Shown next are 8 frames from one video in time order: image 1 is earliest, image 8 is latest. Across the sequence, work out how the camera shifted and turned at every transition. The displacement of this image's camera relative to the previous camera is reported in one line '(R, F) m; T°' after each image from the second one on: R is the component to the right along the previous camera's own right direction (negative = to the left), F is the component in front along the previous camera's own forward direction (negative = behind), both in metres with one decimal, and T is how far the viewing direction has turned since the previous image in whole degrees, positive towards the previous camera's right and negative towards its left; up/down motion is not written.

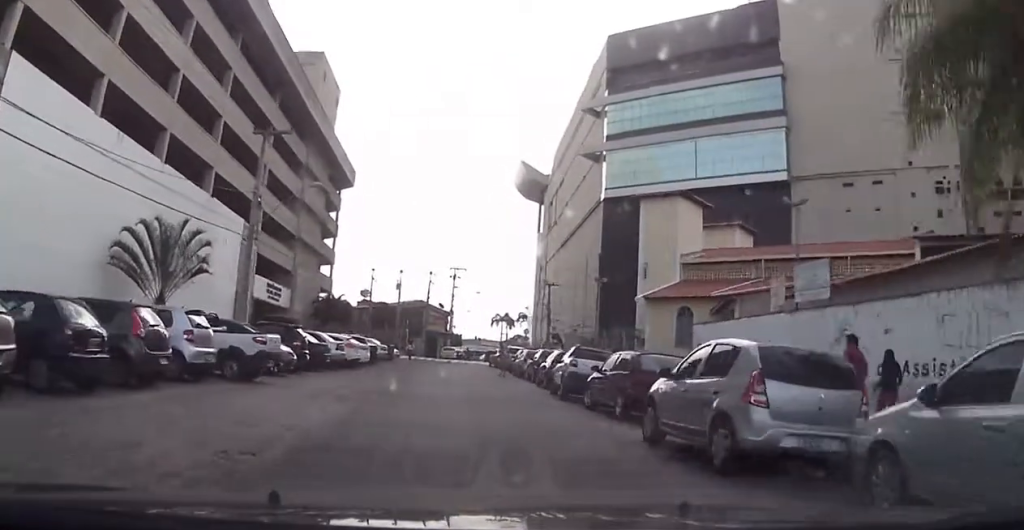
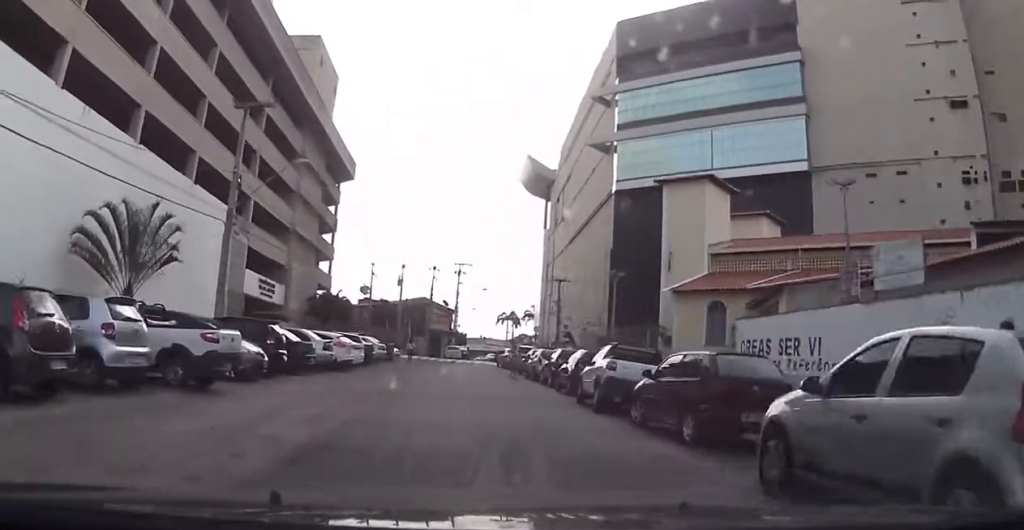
(-0.2, +3.9) m; -1°
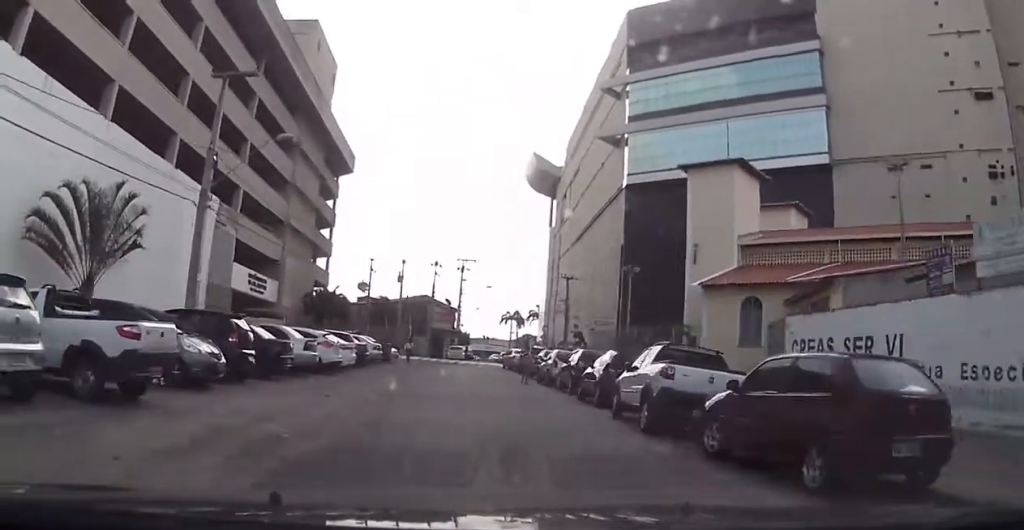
(+0.1, +3.6) m; +1°
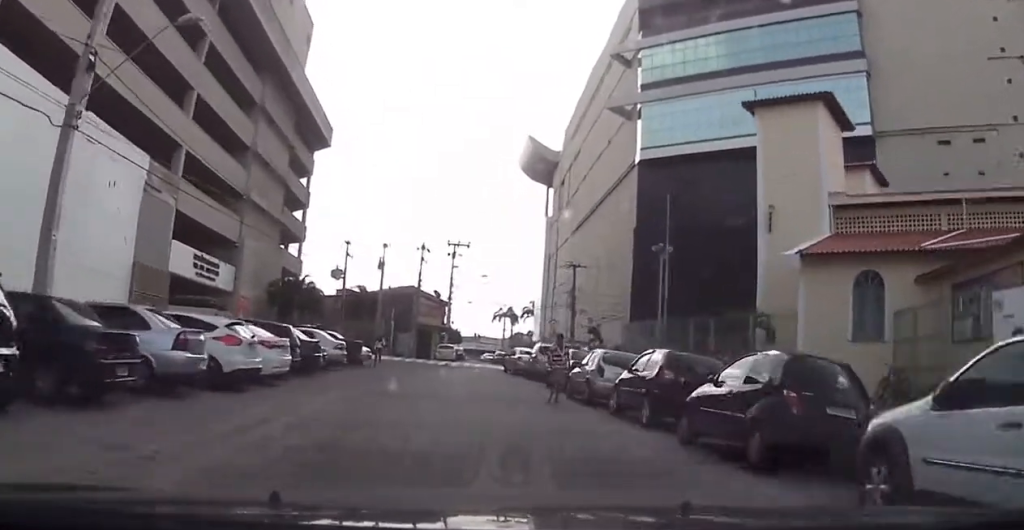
(+0.3, +9.5) m; +2°
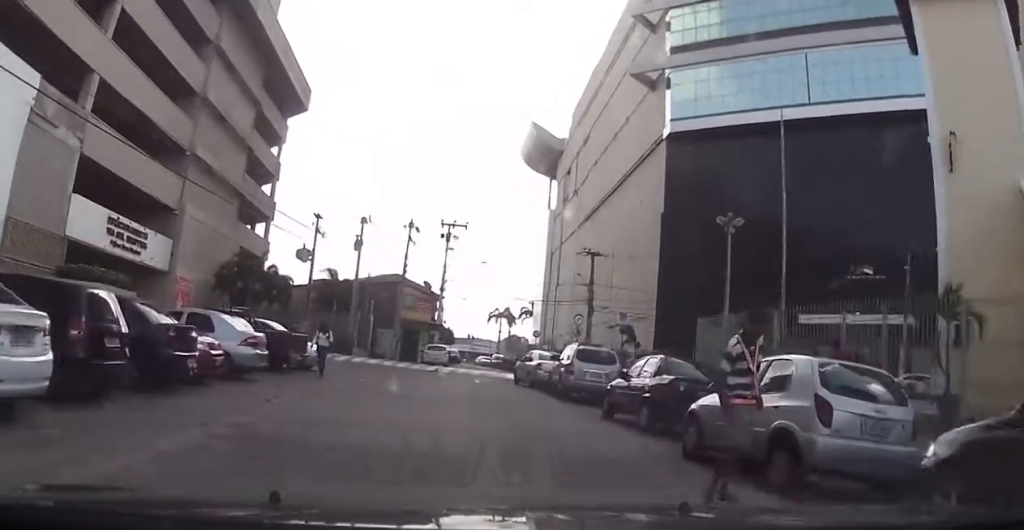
(-0.1, +10.6) m; -1°
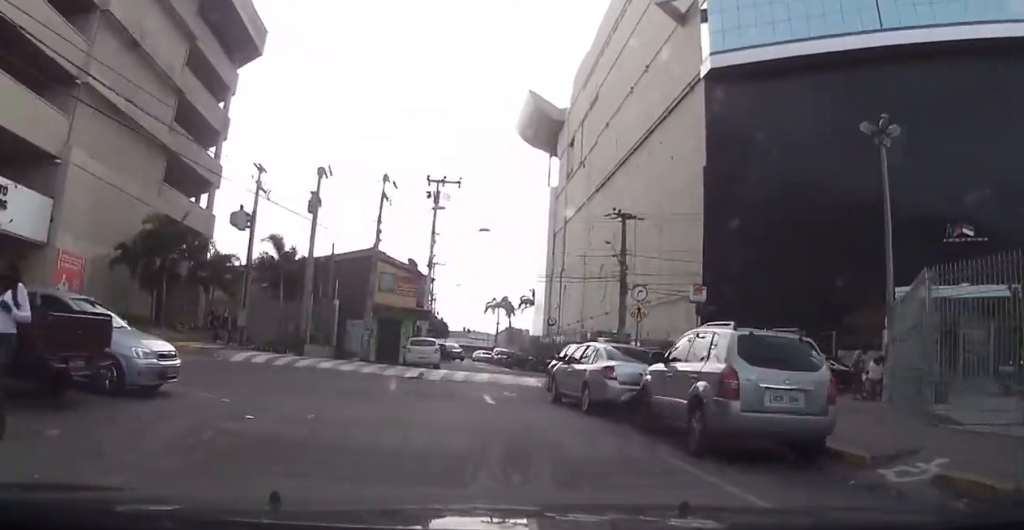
(0.0, +12.1) m; +2°
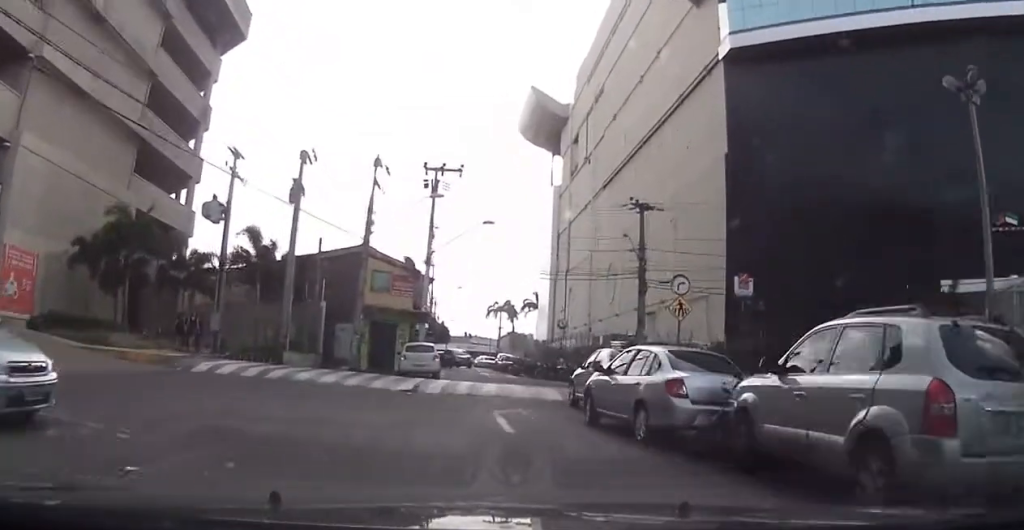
(+0.1, +3.9) m; 0°
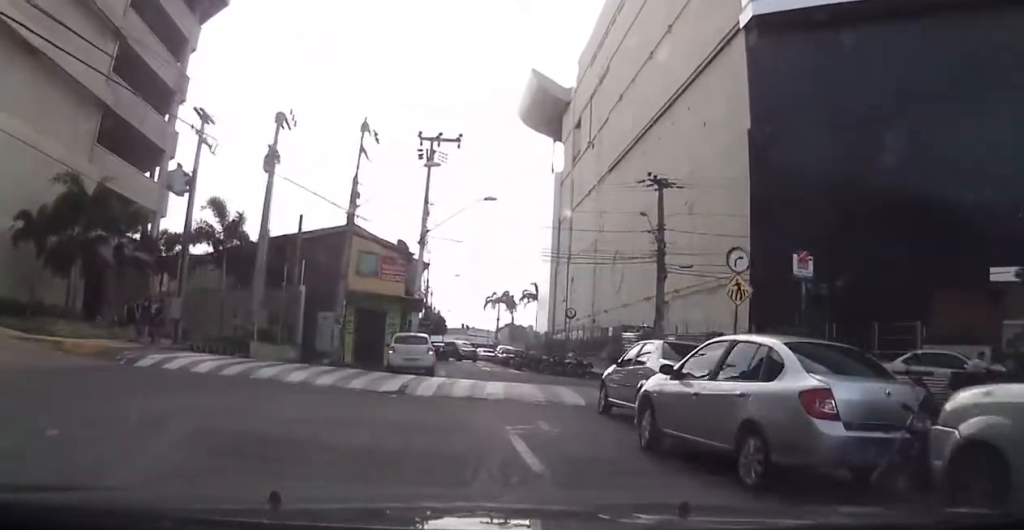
(+0.2, +3.9) m; 0°
